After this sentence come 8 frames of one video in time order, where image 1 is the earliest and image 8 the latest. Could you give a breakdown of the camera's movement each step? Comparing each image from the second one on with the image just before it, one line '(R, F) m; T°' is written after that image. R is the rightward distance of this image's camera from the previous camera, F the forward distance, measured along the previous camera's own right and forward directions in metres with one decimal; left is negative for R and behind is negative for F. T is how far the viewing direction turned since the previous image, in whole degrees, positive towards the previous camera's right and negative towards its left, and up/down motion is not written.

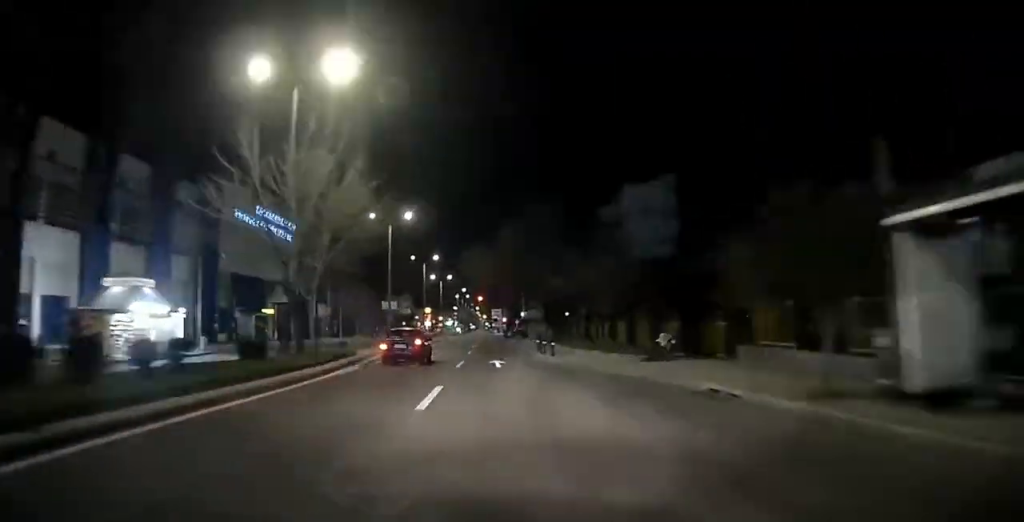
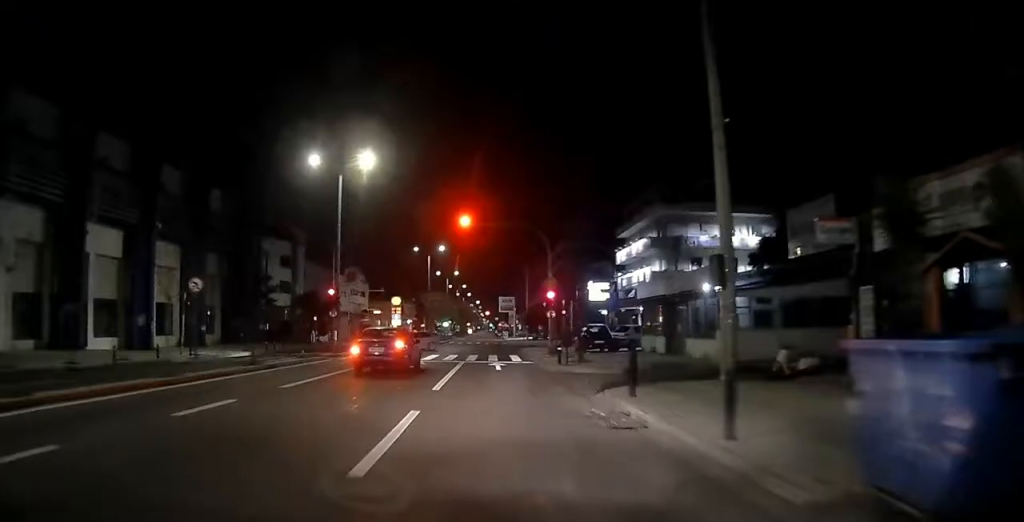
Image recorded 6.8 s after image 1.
(0.0, +61.1) m; +1°
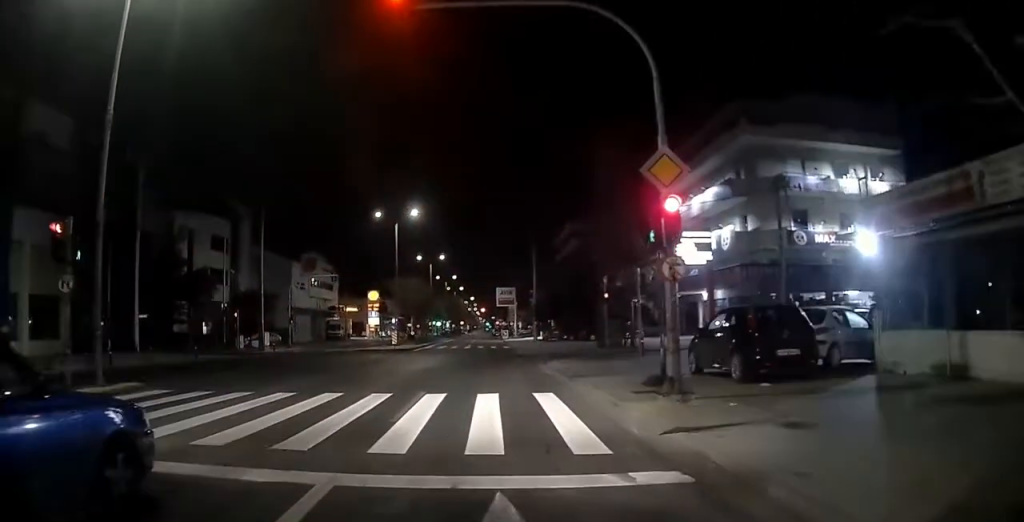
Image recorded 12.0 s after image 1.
(+0.4, +25.5) m; +2°
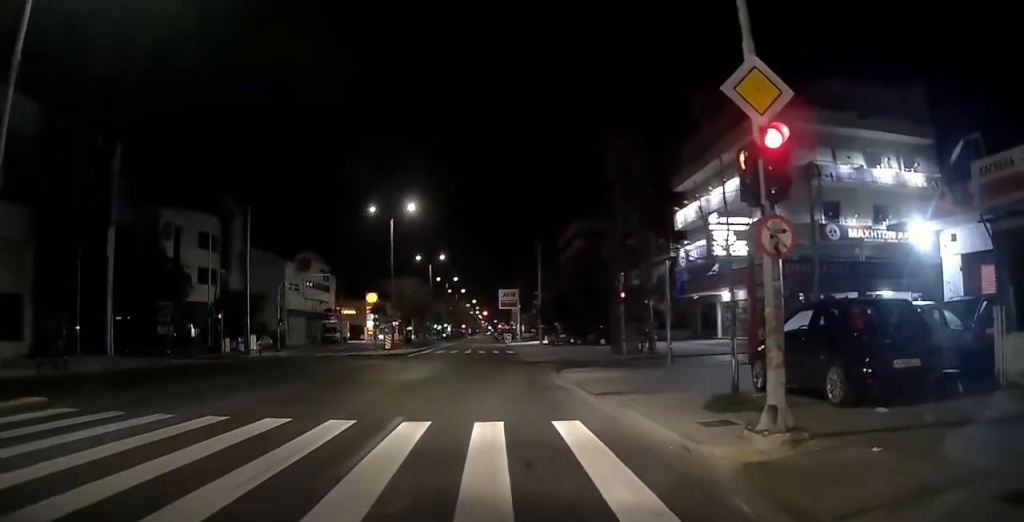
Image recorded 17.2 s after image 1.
(+0.1, +15.2) m; 0°
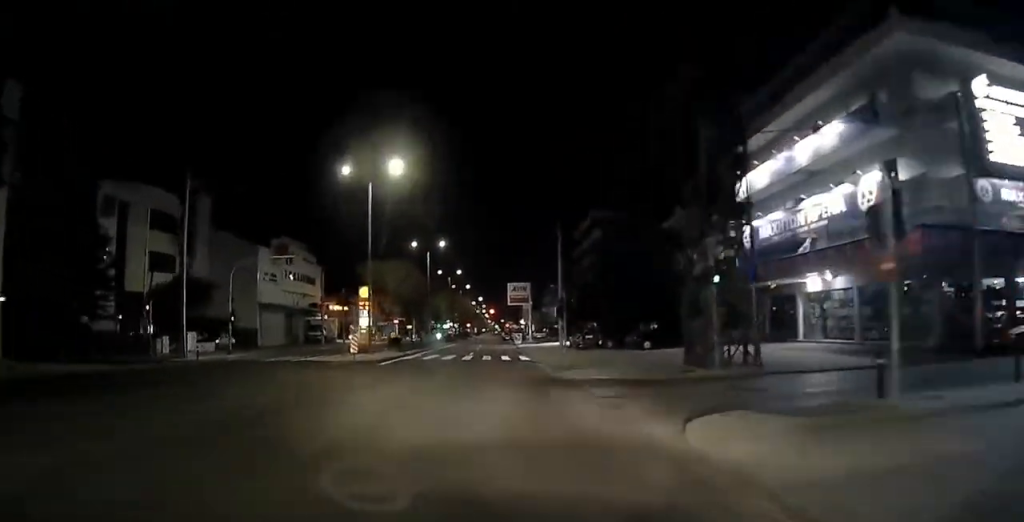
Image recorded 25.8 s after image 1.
(-0.7, +33.2) m; -2°
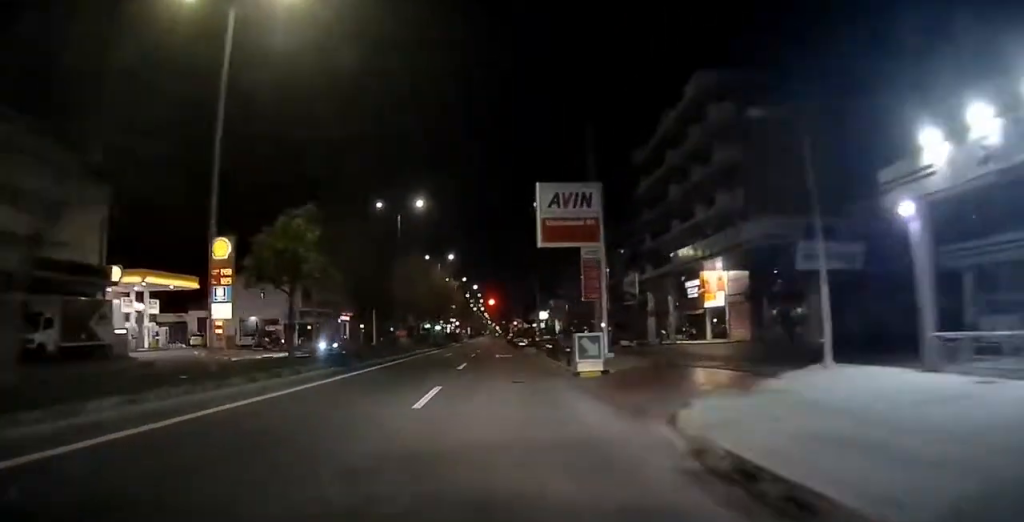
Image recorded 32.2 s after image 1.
(-0.4, +38.7) m; -1°
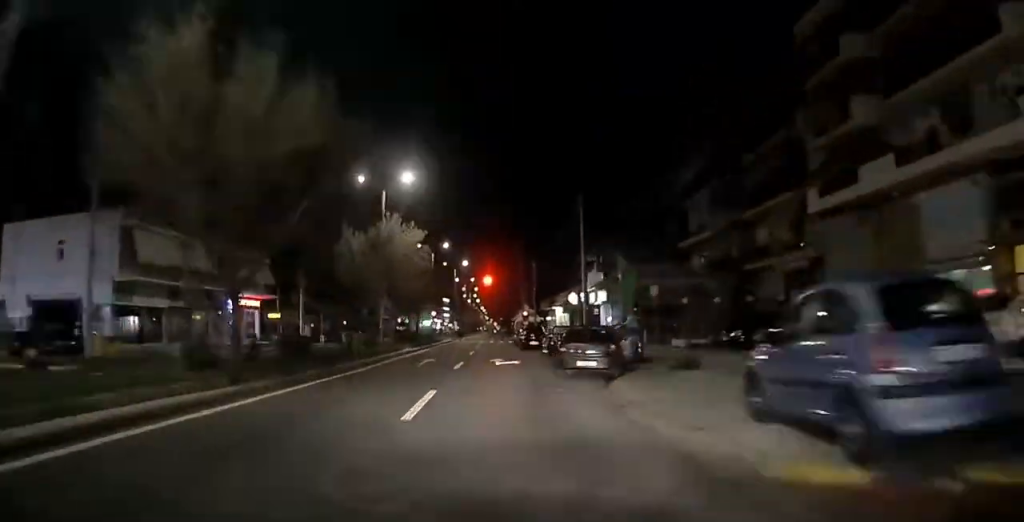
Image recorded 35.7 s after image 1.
(-0.1, +40.6) m; 0°
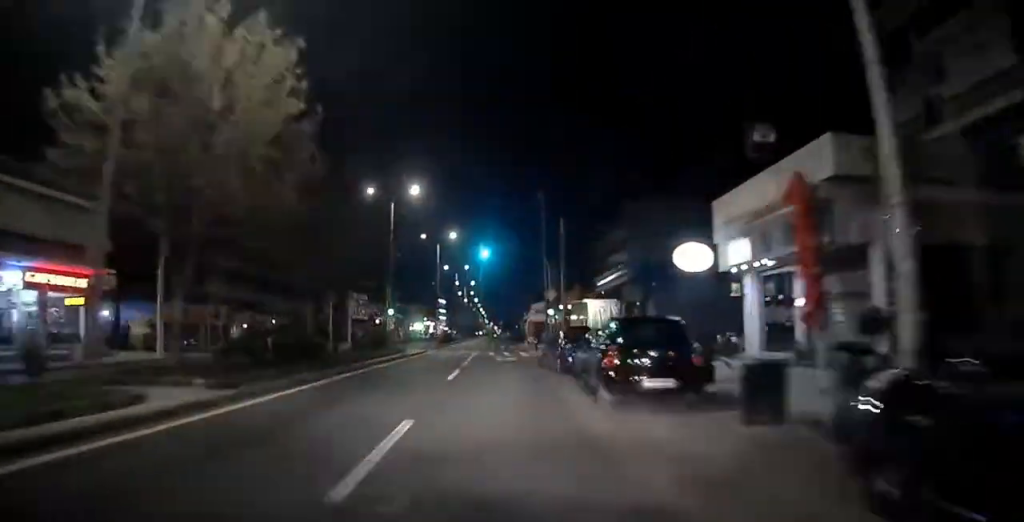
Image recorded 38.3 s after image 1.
(-0.1, +35.1) m; 0°
